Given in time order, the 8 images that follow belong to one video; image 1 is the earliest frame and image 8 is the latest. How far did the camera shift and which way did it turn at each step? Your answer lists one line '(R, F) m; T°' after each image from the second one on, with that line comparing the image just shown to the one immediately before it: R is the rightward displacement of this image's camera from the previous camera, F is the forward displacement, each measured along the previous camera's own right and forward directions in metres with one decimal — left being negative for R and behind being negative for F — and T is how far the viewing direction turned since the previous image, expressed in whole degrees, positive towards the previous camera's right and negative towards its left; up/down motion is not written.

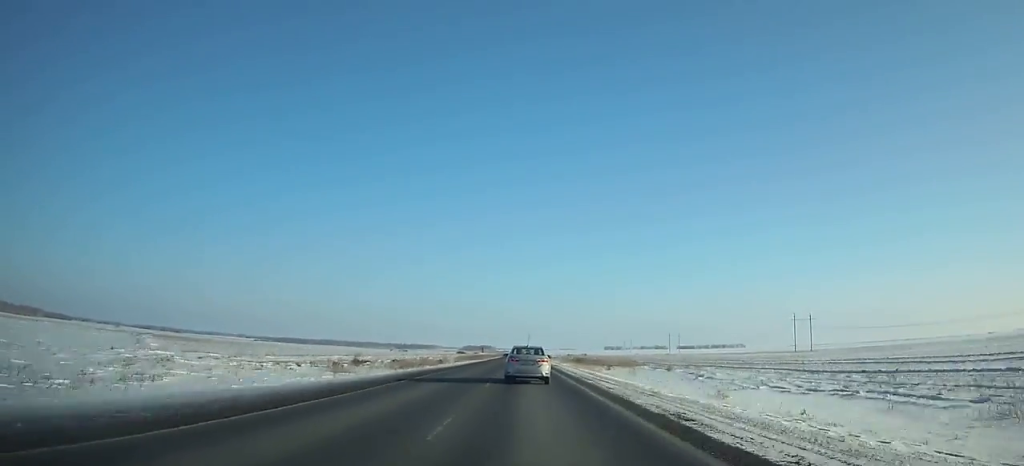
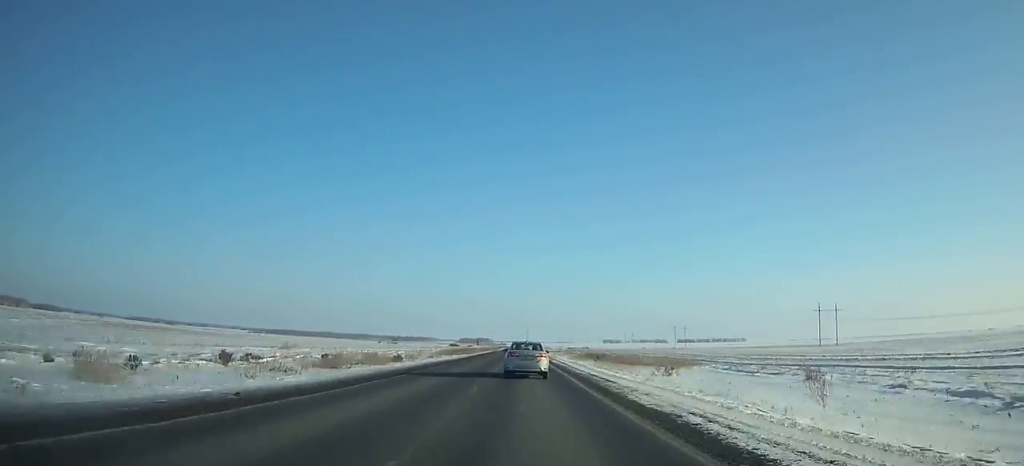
(-0.2, +40.9) m; 0°
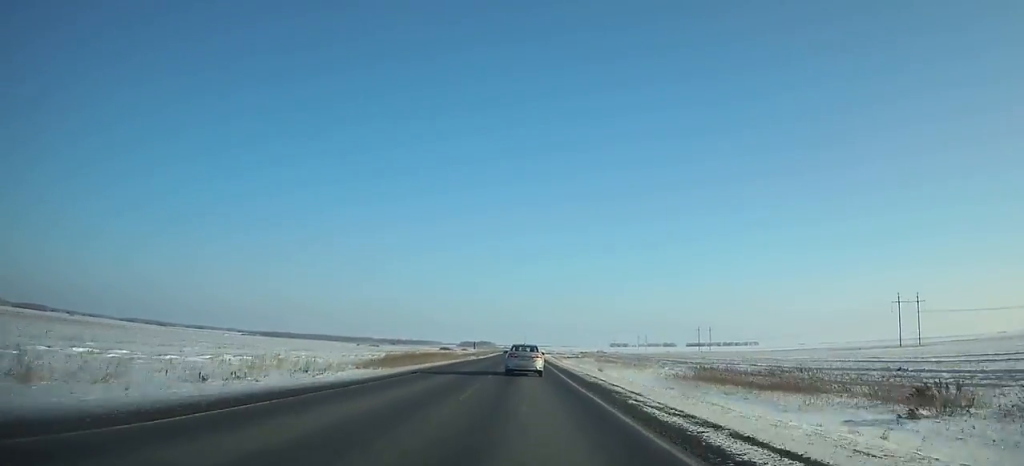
(-0.2, +85.6) m; 0°
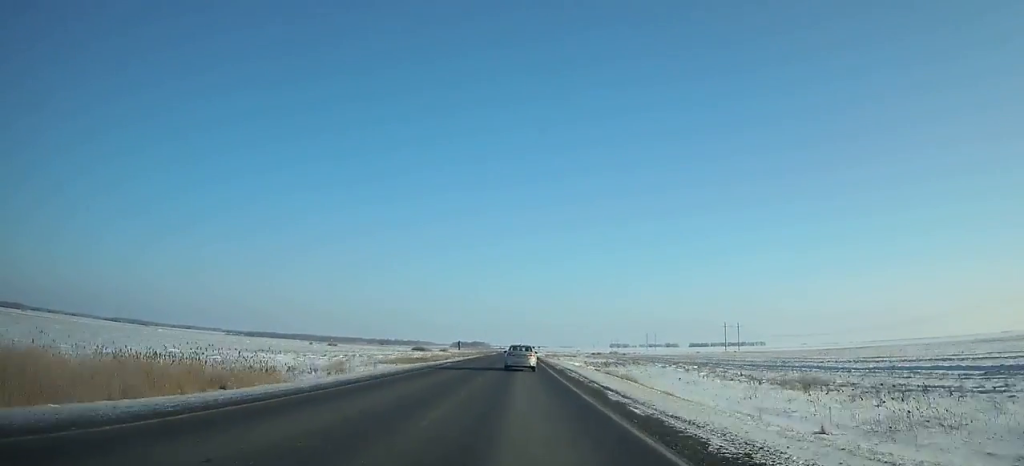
(+0.1, +100.3) m; 0°
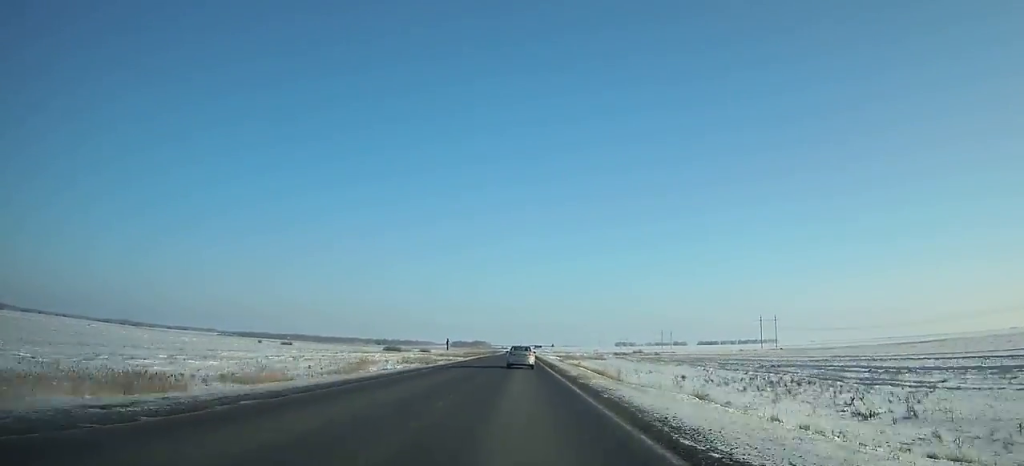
(-0.1, +79.7) m; 0°
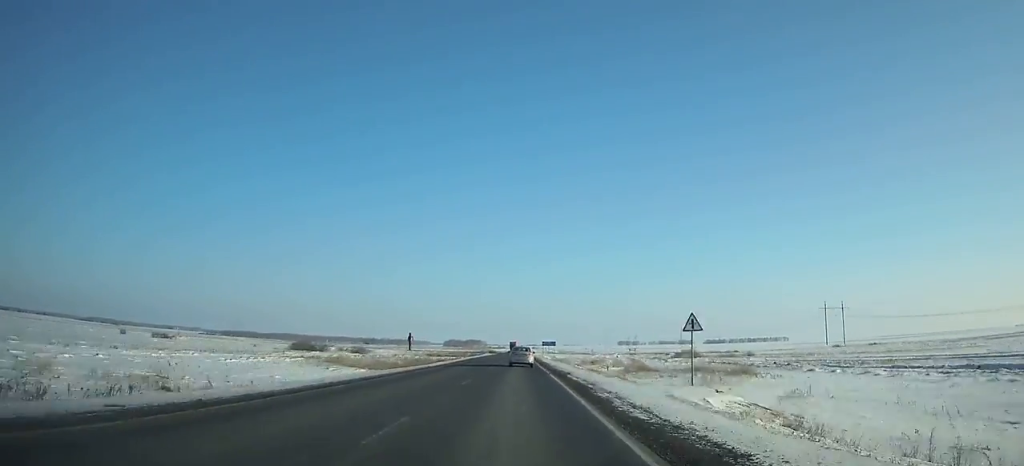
(-0.1, +111.7) m; 0°
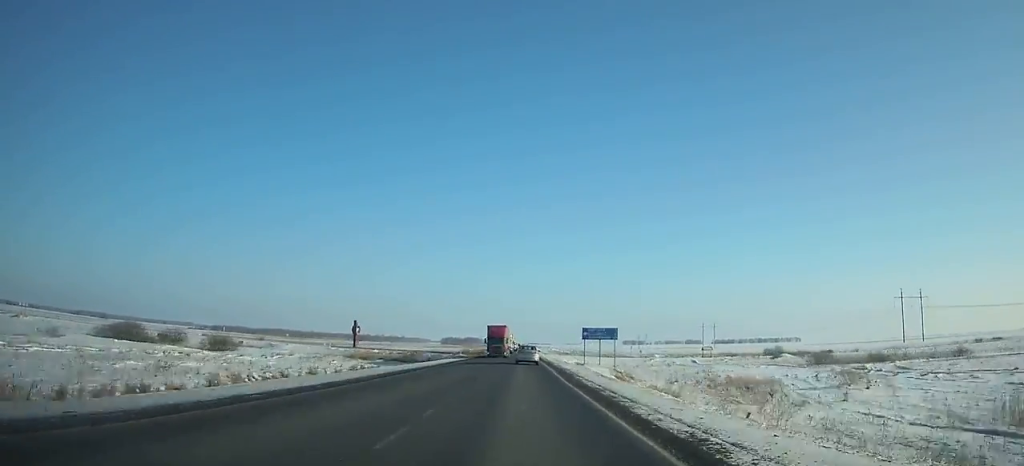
(+0.1, +81.0) m; 0°
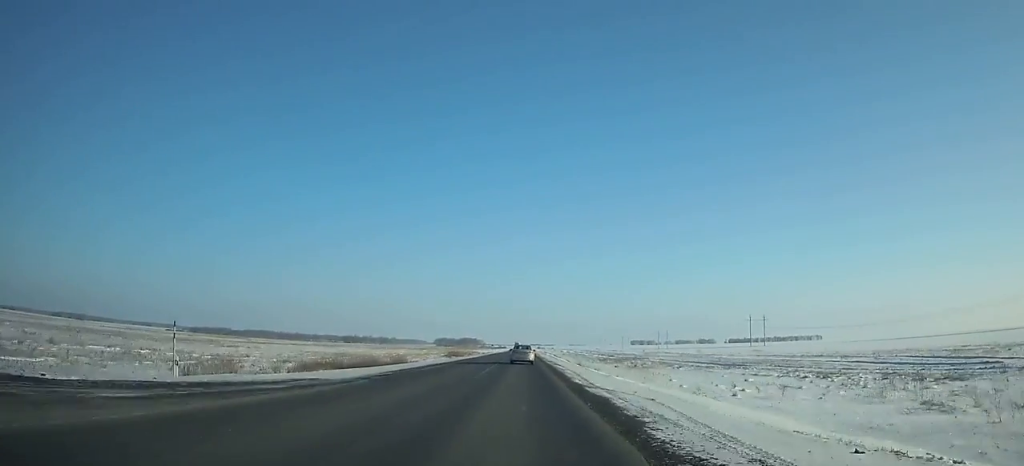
(-0.1, +134.0) m; 0°
